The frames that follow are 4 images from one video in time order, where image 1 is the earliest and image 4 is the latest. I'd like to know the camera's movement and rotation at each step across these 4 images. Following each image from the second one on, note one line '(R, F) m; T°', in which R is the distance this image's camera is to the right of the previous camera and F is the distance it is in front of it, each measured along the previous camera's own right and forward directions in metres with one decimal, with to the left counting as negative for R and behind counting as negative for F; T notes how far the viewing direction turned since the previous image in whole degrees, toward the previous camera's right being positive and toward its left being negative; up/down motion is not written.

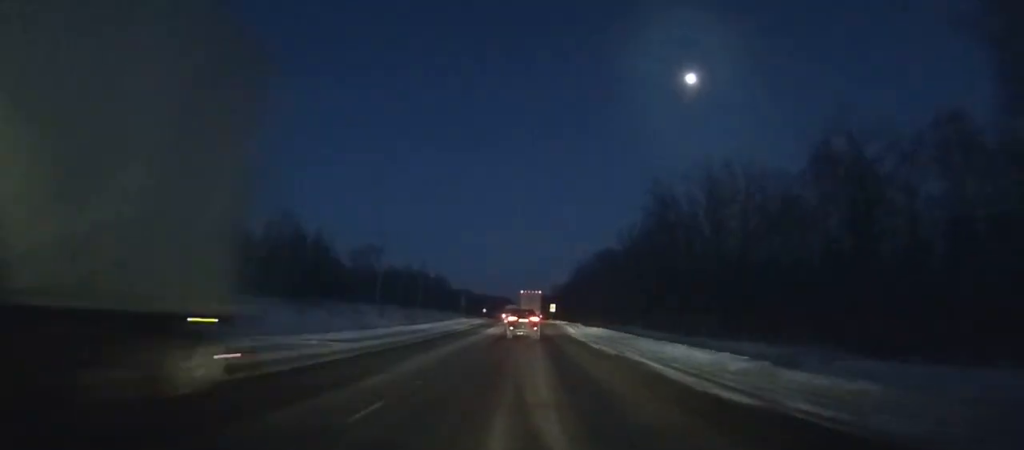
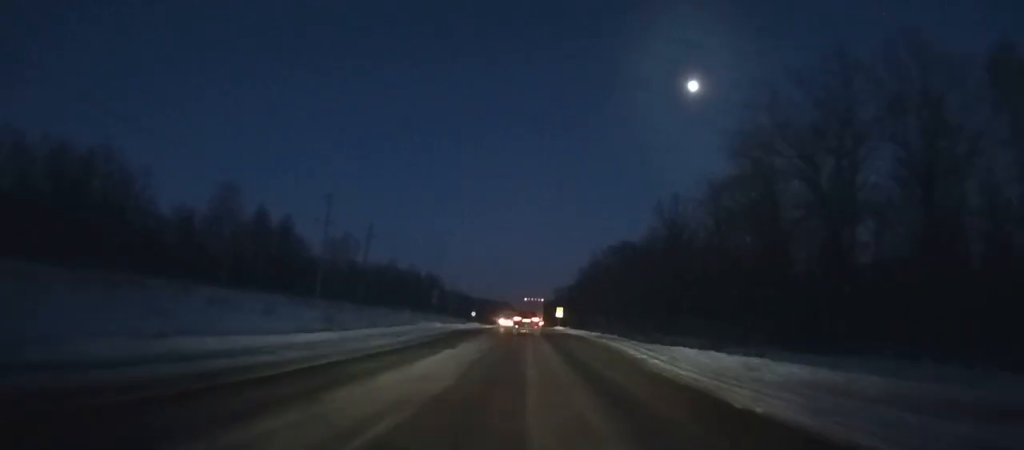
(-0.3, +29.5) m; 0°
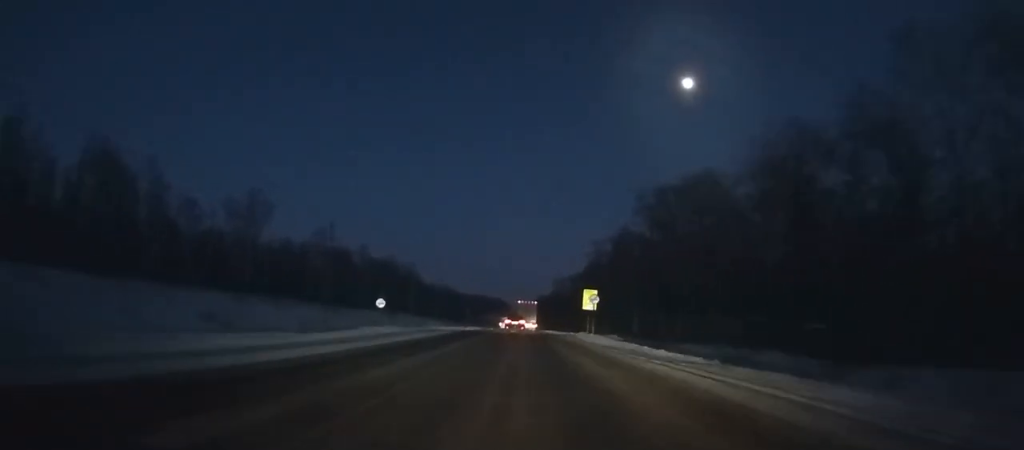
(+0.3, +65.3) m; 0°
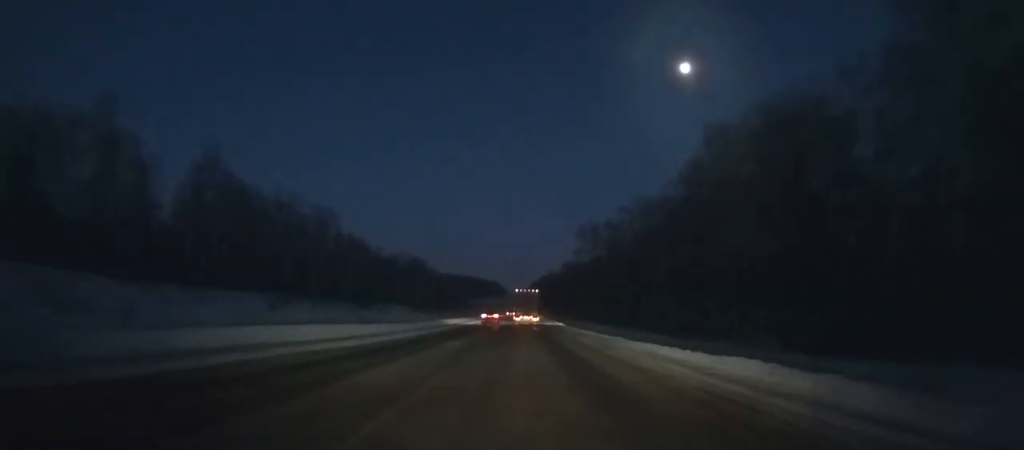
(+0.1, +127.8) m; 0°
